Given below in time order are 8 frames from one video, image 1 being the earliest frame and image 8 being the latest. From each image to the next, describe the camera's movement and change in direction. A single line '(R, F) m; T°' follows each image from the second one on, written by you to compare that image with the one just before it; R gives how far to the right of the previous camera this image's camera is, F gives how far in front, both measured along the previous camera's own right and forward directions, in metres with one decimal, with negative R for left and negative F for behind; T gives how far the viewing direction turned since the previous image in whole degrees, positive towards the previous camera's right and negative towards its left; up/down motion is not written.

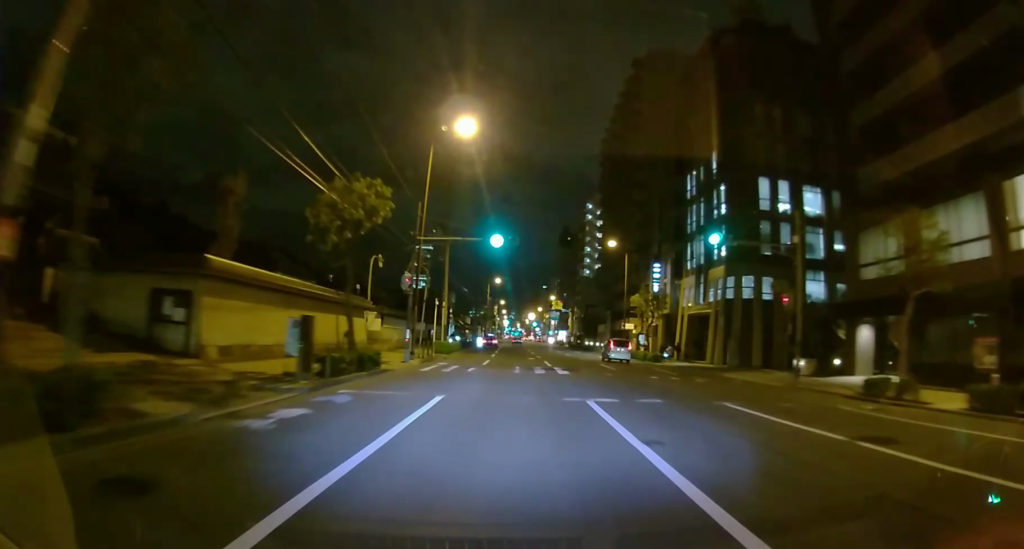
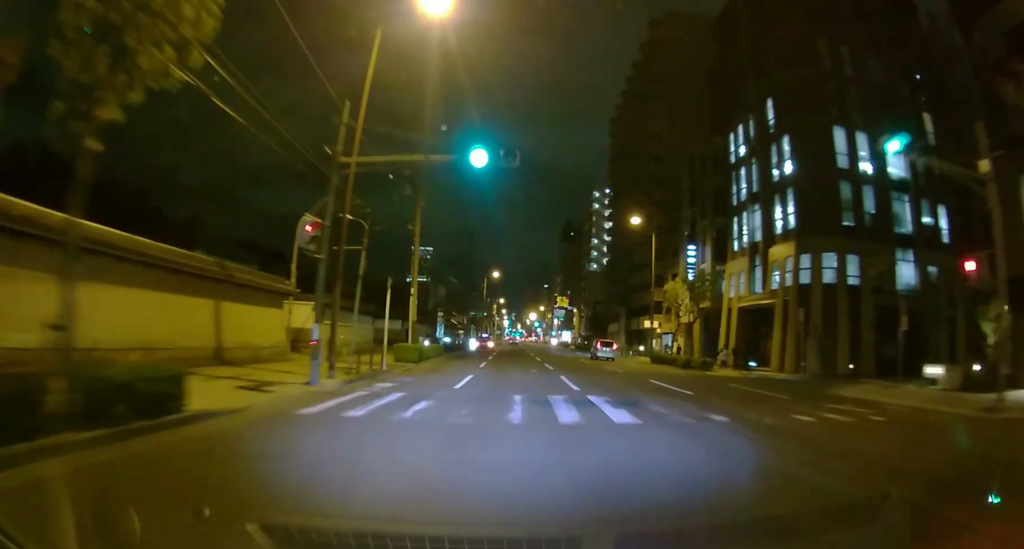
(0.0, +11.7) m; 0°
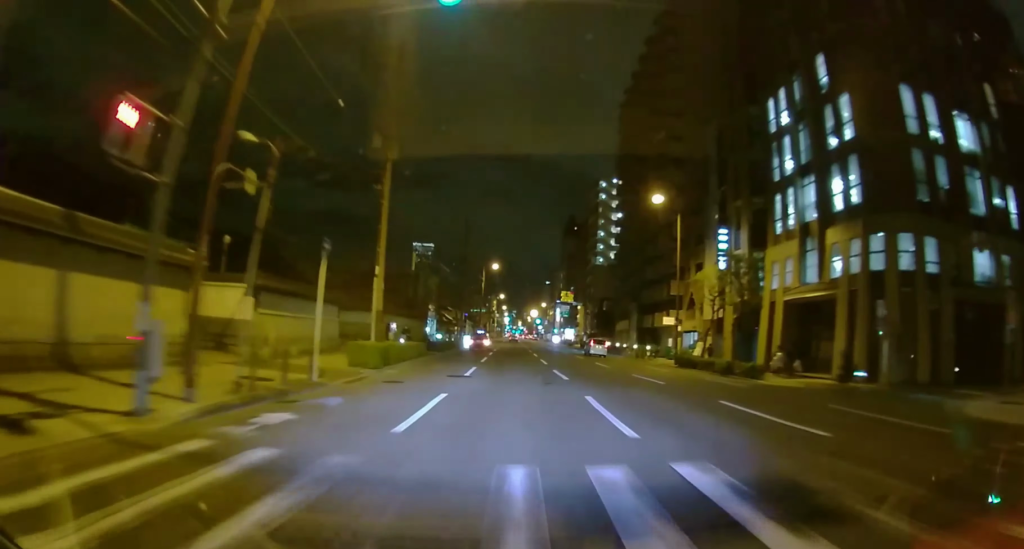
(0.0, +7.2) m; 0°
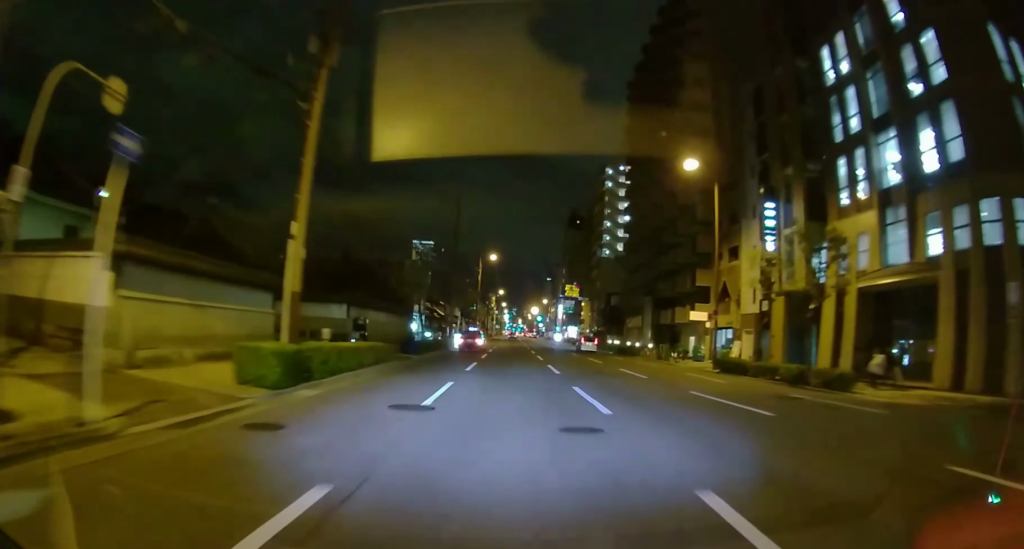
(0.0, +7.9) m; 0°
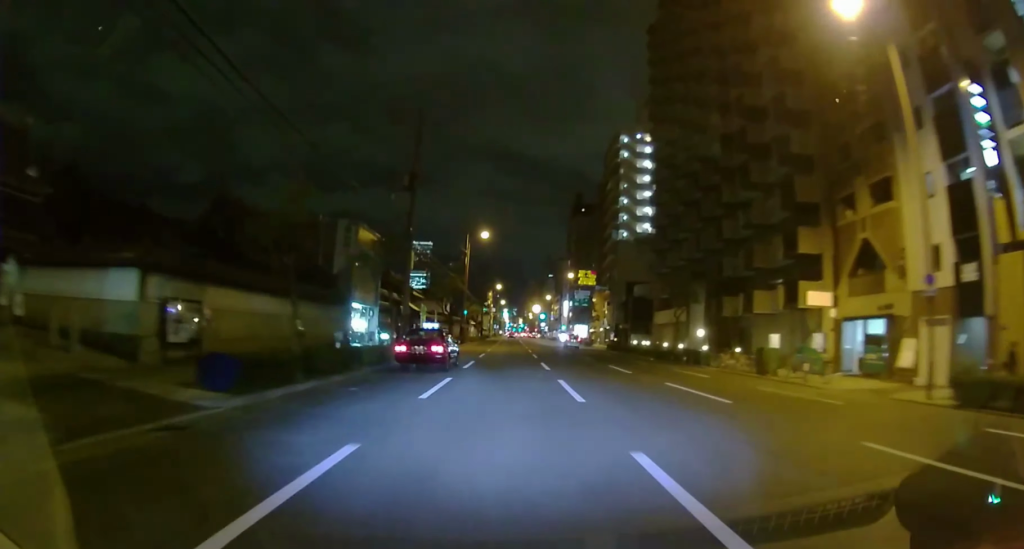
(+0.4, +18.6) m; +1°
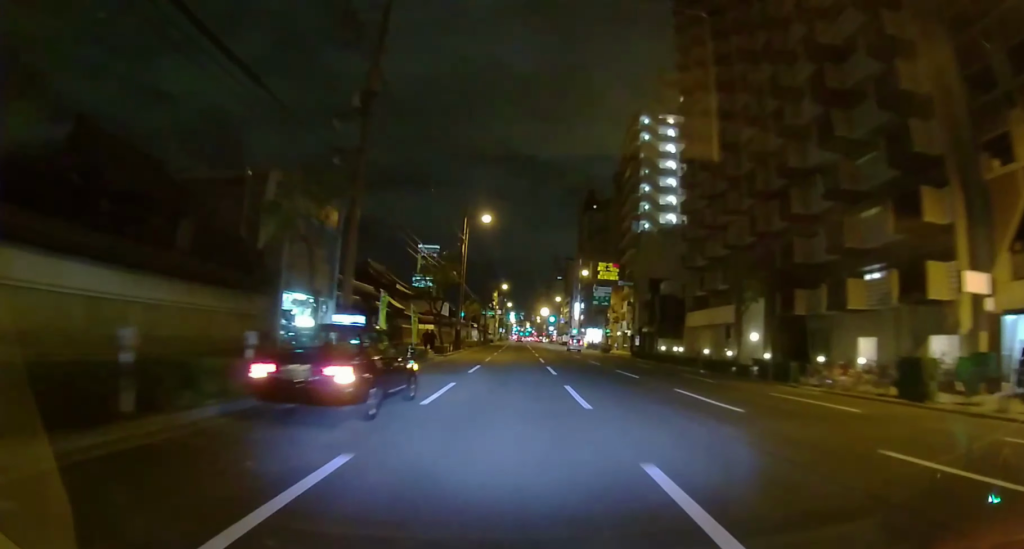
(-0.2, +10.4) m; -2°
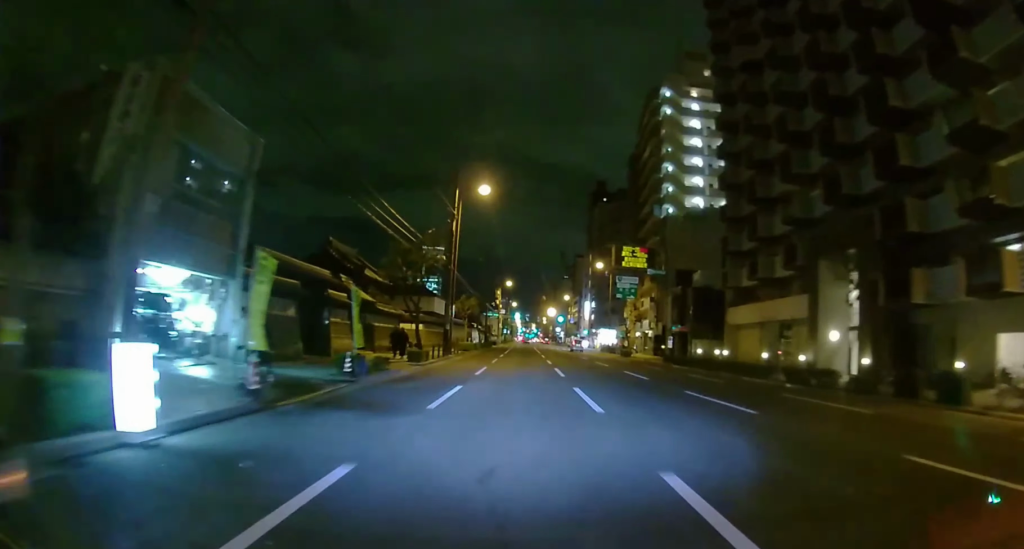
(-0.1, +10.1) m; 0°
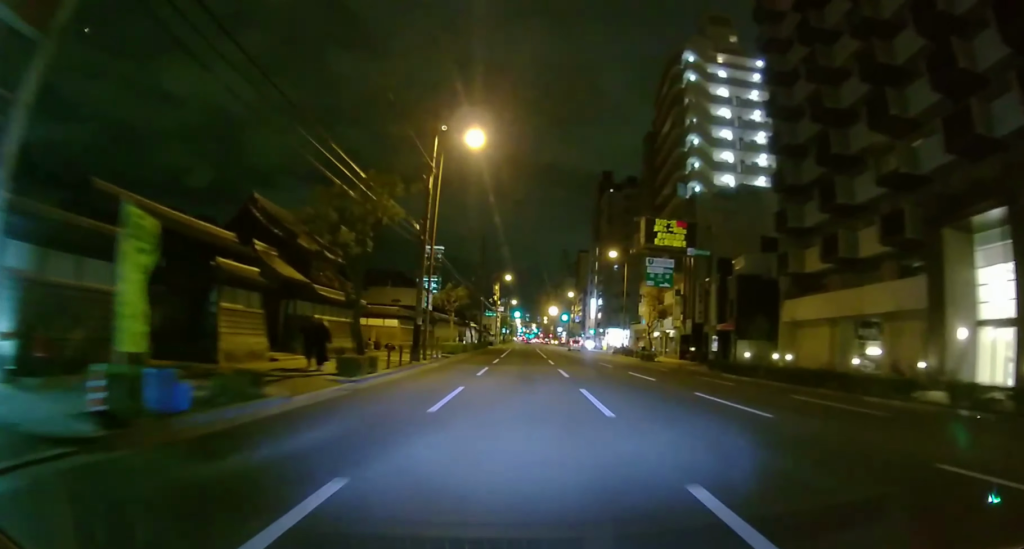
(0.0, +10.8) m; 0°
